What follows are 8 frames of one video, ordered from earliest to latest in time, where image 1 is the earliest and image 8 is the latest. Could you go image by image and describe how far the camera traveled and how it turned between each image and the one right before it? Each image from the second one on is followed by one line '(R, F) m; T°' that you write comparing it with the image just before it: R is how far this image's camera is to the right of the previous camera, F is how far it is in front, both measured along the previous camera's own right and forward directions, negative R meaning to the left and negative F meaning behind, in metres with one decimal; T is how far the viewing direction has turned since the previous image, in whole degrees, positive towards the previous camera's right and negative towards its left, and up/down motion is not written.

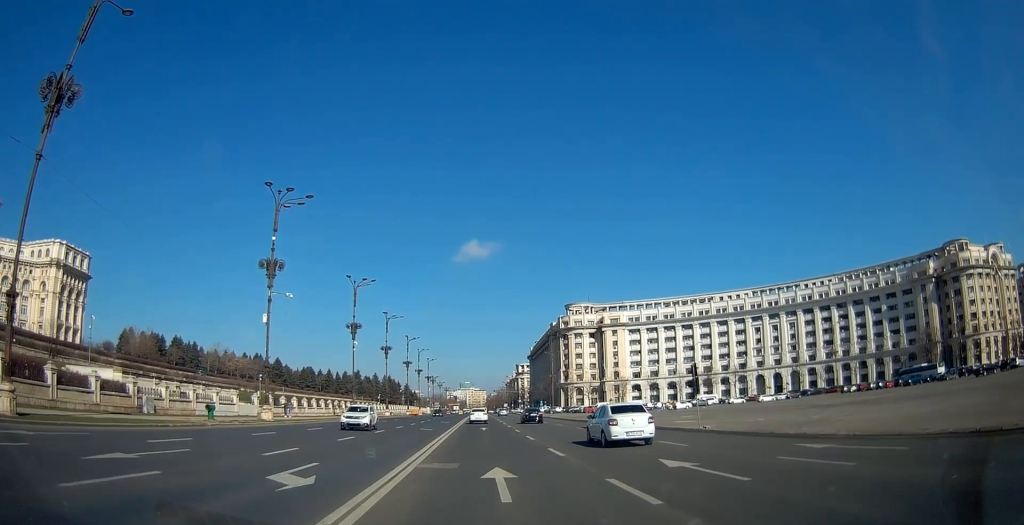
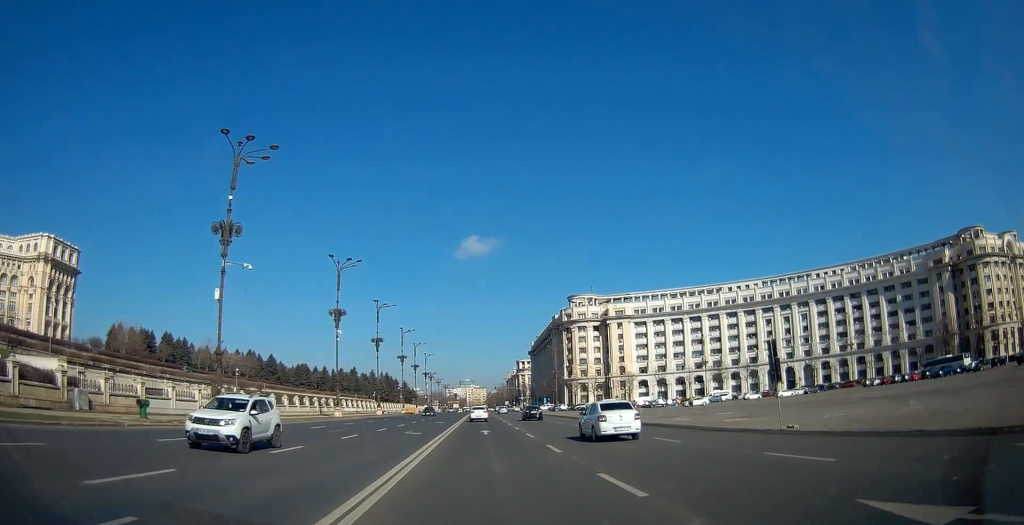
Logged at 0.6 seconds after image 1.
(0.0, +8.5) m; -2°
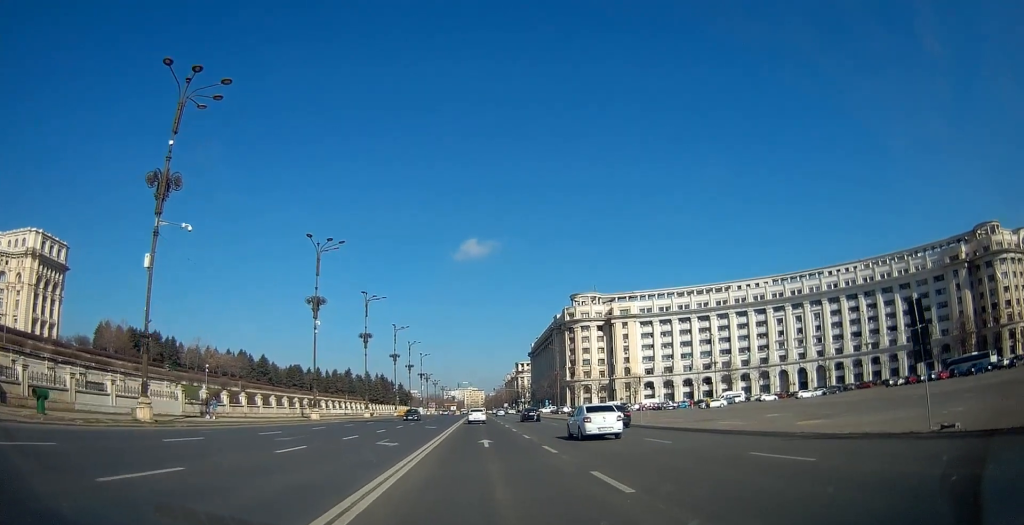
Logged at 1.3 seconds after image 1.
(-0.5, +8.8) m; -2°
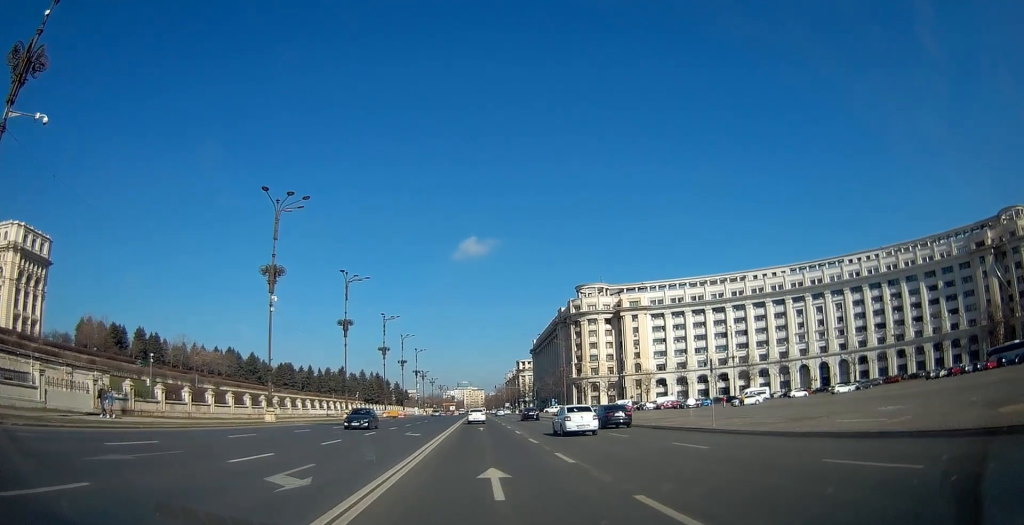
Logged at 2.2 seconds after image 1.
(0.0, +13.4) m; 0°
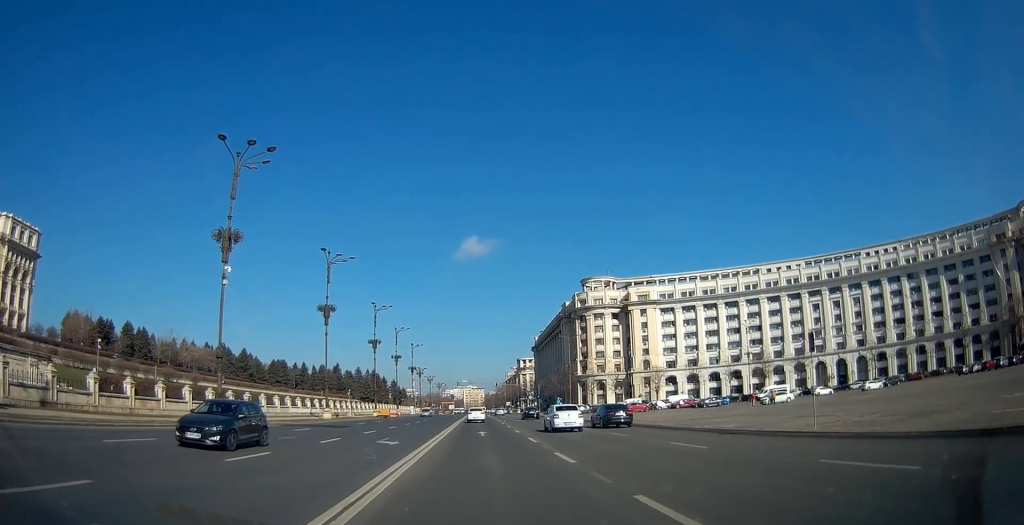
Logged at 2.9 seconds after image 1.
(0.0, +9.7) m; 0°
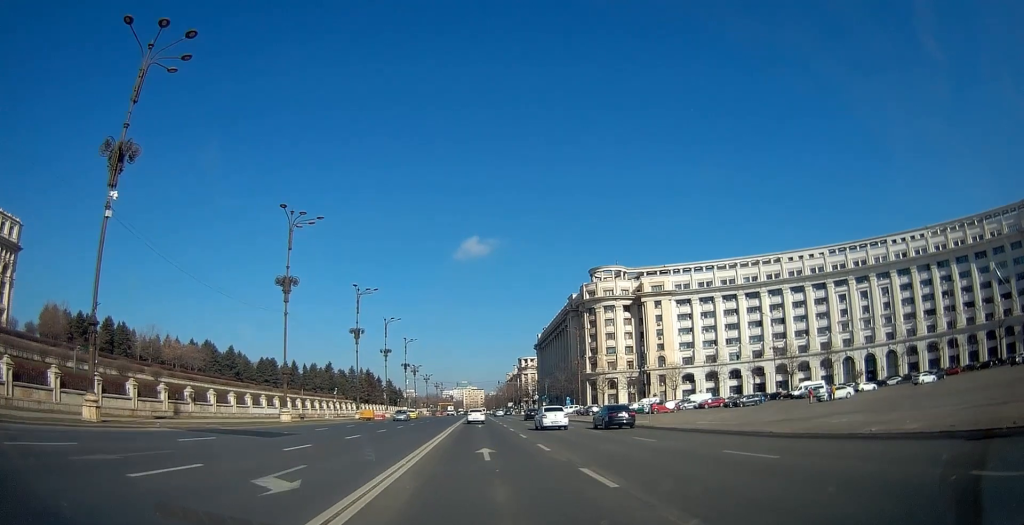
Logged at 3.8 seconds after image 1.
(0.0, +14.3) m; 0°
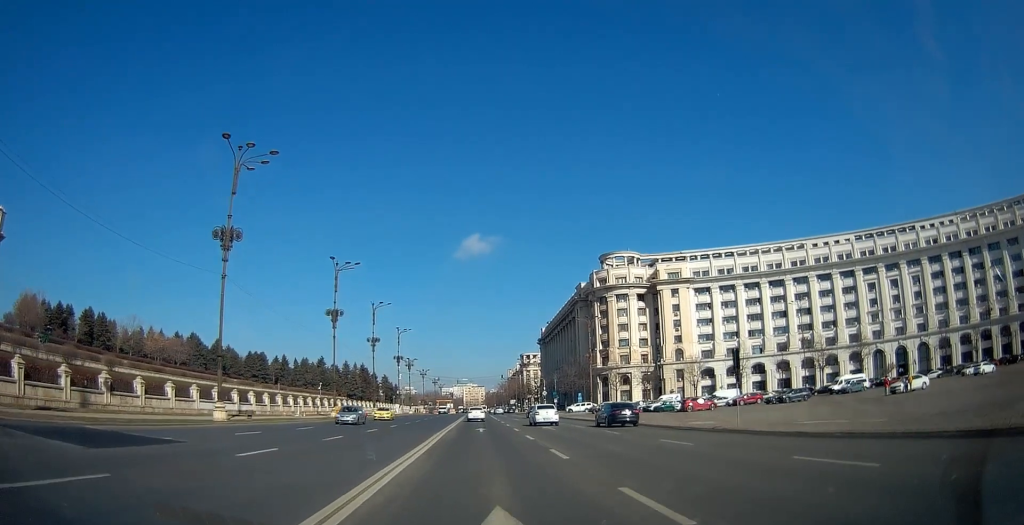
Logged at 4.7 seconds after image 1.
(0.0, +13.4) m; +1°
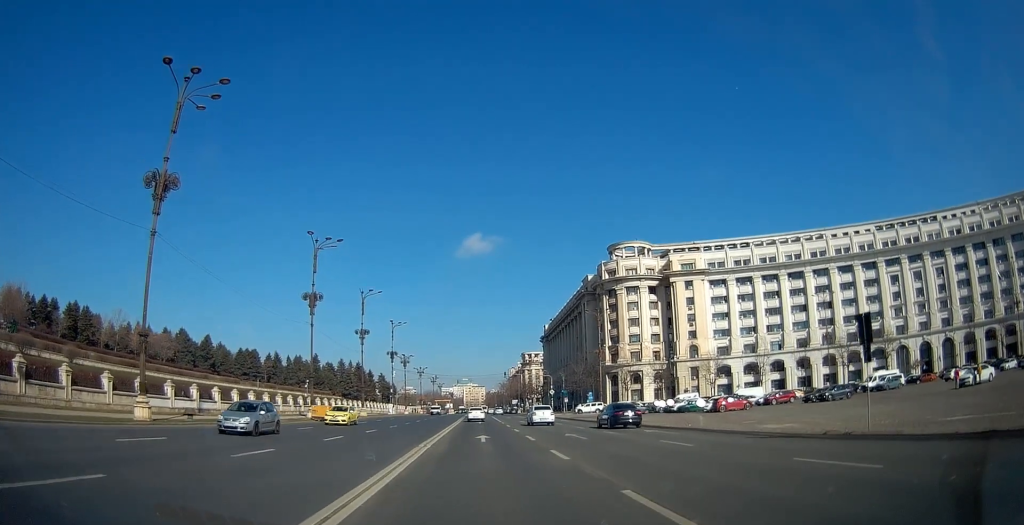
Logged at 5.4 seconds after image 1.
(0.0, +9.5) m; +1°
